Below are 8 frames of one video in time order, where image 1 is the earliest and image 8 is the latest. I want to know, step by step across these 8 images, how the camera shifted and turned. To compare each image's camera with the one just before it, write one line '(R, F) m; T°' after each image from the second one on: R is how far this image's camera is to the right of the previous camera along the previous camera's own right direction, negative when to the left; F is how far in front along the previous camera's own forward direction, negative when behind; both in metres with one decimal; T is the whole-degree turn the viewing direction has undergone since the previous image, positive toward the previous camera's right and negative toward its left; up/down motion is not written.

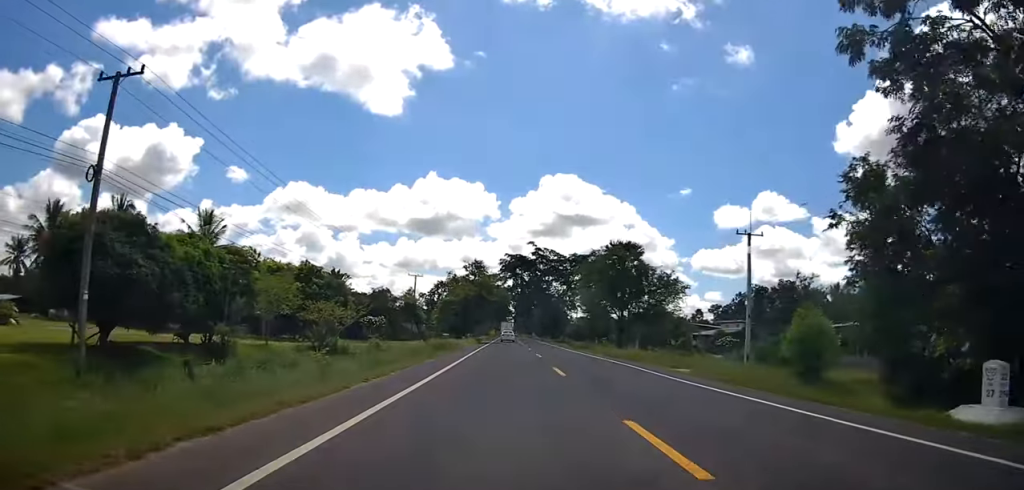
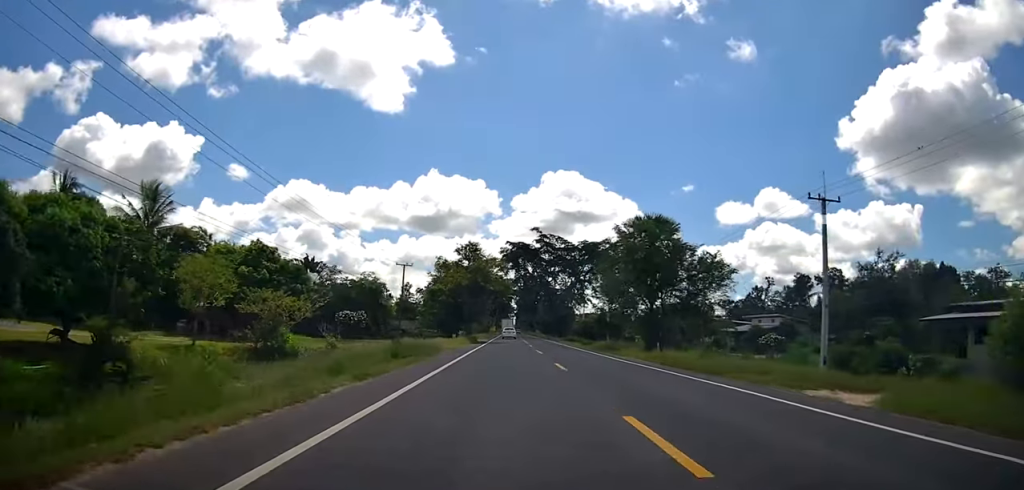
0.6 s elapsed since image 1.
(-0.5, +12.1) m; 0°
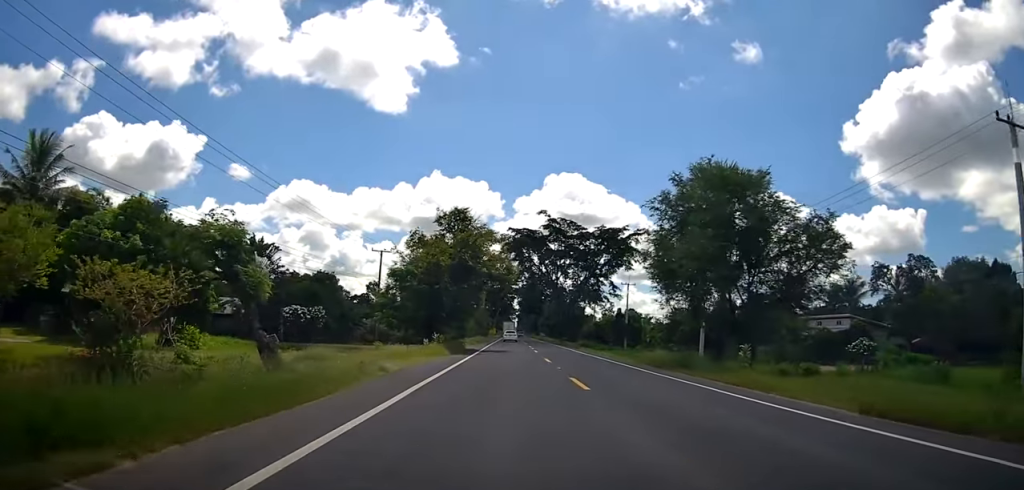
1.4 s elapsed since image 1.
(+0.6, +16.4) m; 0°
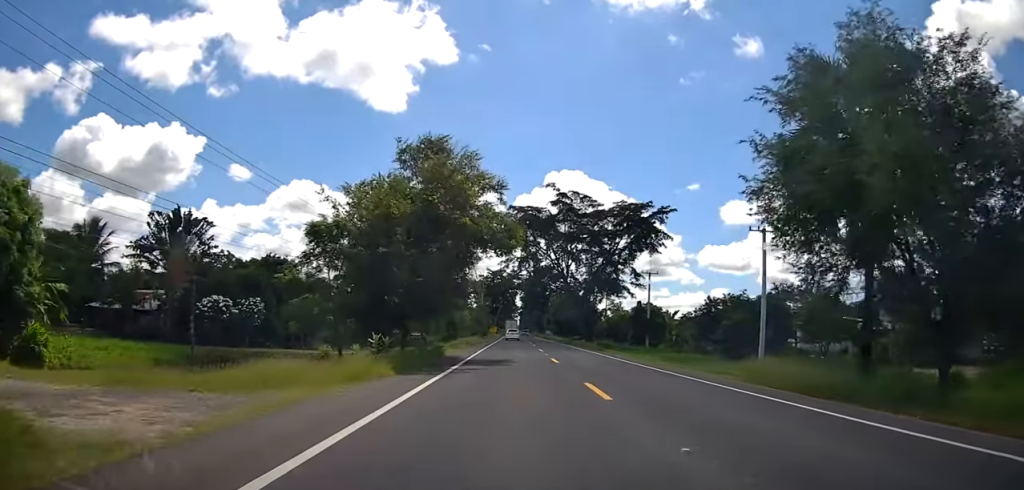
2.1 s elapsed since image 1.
(-0.2, +14.3) m; 0°
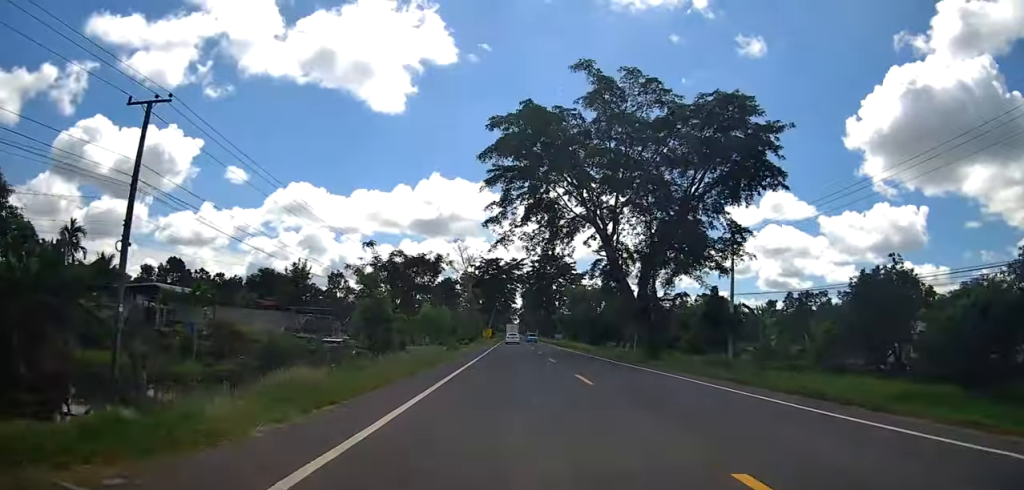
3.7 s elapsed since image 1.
(+0.4, +32.9) m; 0°
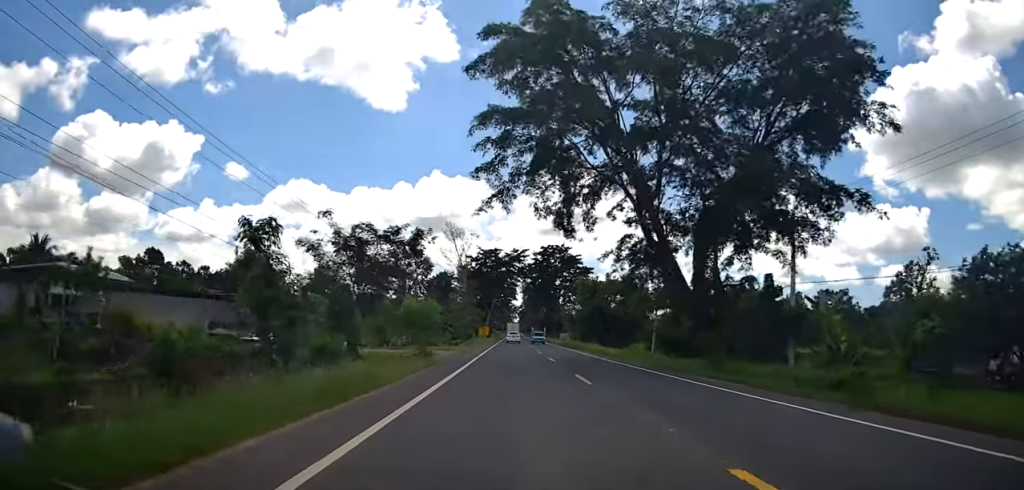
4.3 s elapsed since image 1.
(-0.5, +12.0) m; 0°
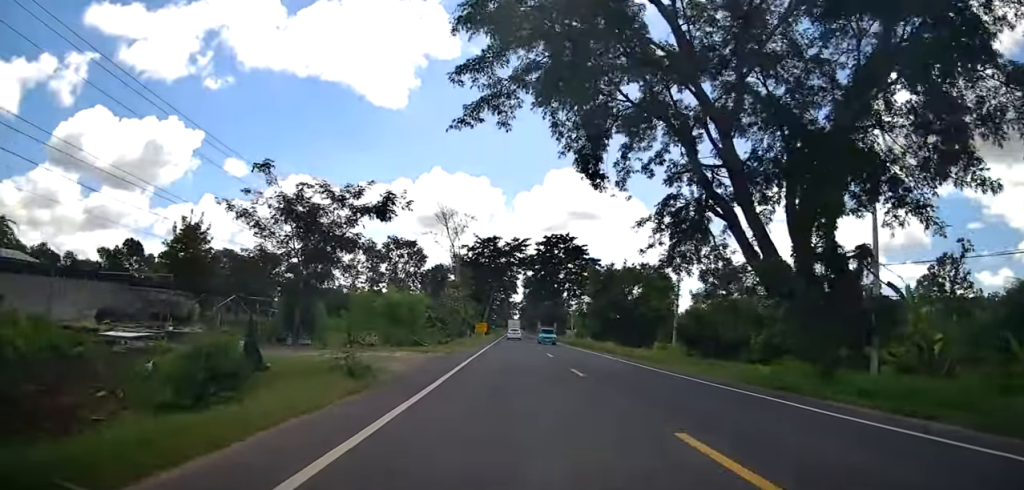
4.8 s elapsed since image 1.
(-0.2, +10.3) m; 0°
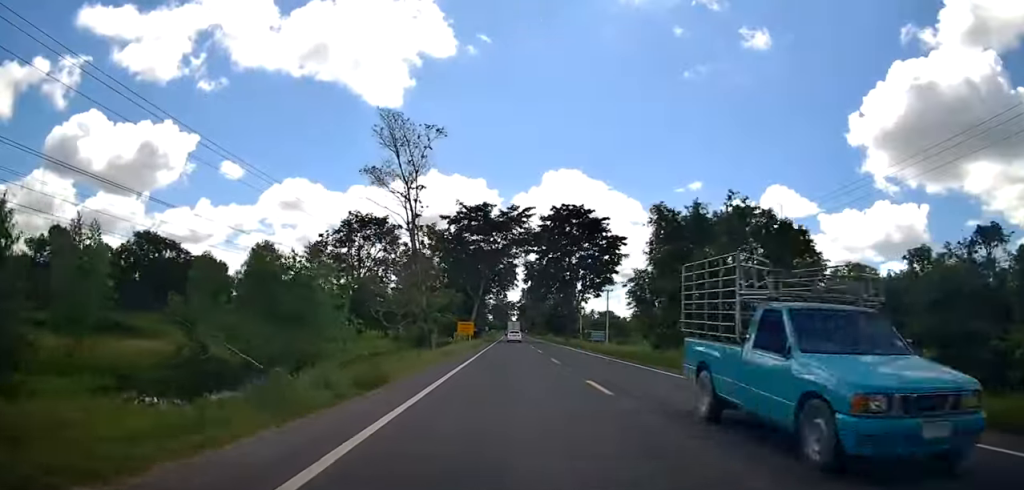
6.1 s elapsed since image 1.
(+0.2, +28.4) m; 0°
